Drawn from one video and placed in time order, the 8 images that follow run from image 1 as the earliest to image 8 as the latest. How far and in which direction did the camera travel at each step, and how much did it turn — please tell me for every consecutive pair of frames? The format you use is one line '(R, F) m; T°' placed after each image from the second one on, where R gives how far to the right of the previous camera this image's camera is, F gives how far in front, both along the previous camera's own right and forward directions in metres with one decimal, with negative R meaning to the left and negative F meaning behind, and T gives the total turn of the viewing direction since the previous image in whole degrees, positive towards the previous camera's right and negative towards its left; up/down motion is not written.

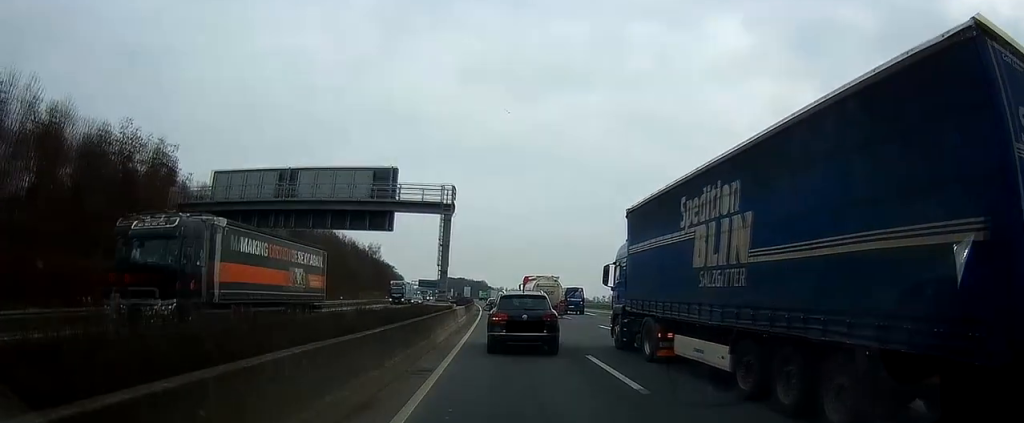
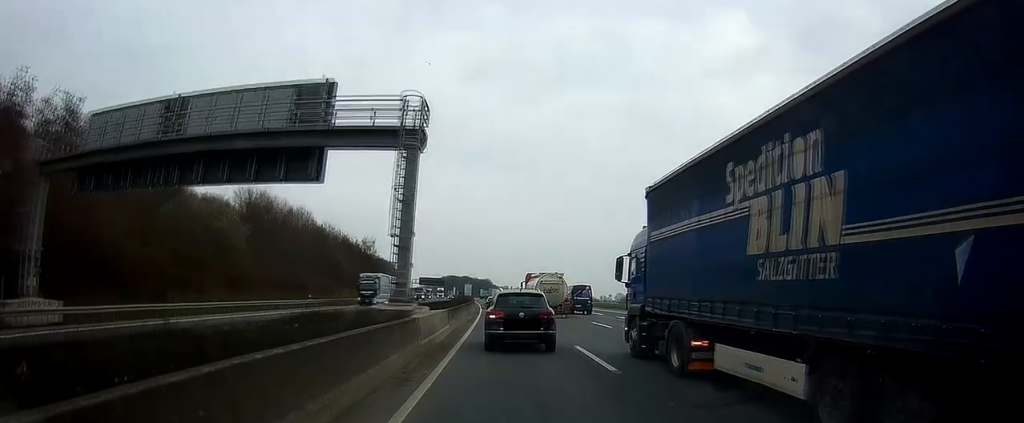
(-0.2, +15.8) m; -1°
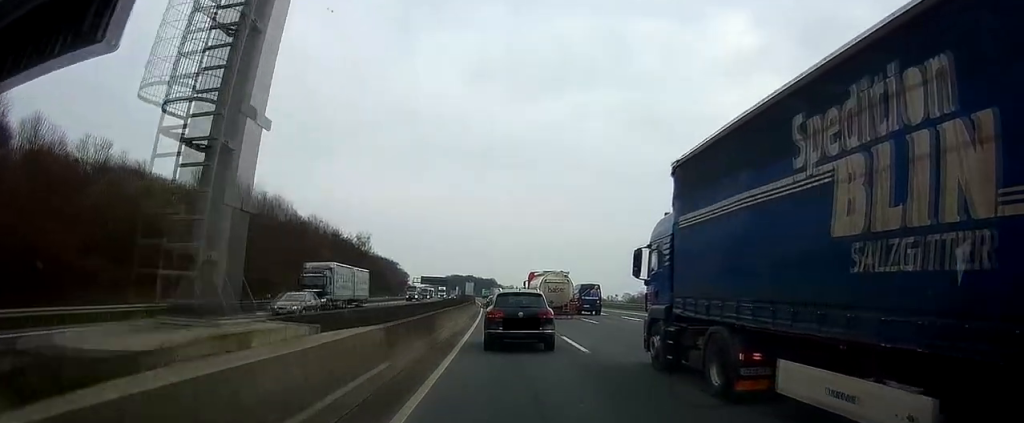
(-0.2, +13.7) m; -1°
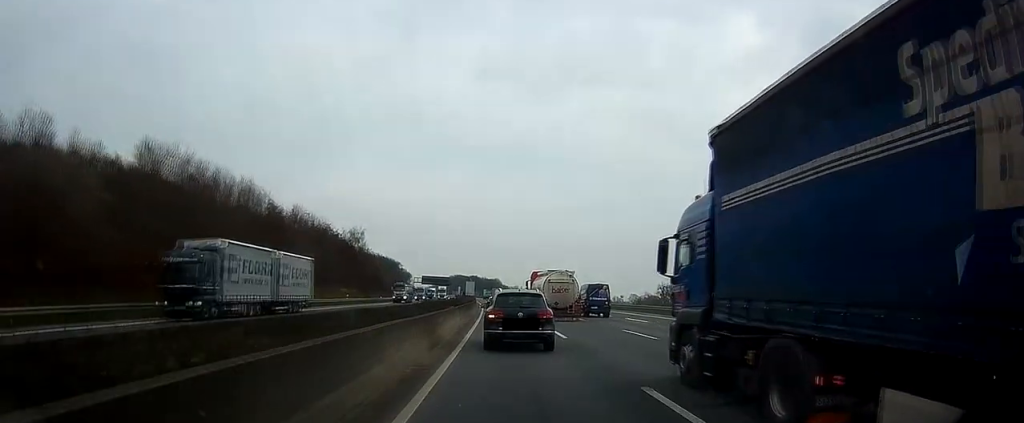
(0.0, +12.6) m; 0°
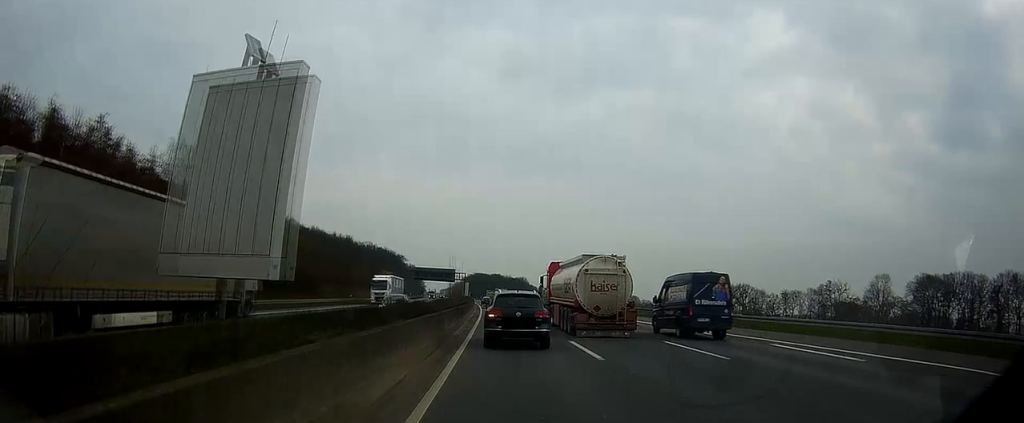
(-2.1, +97.4) m; -3°
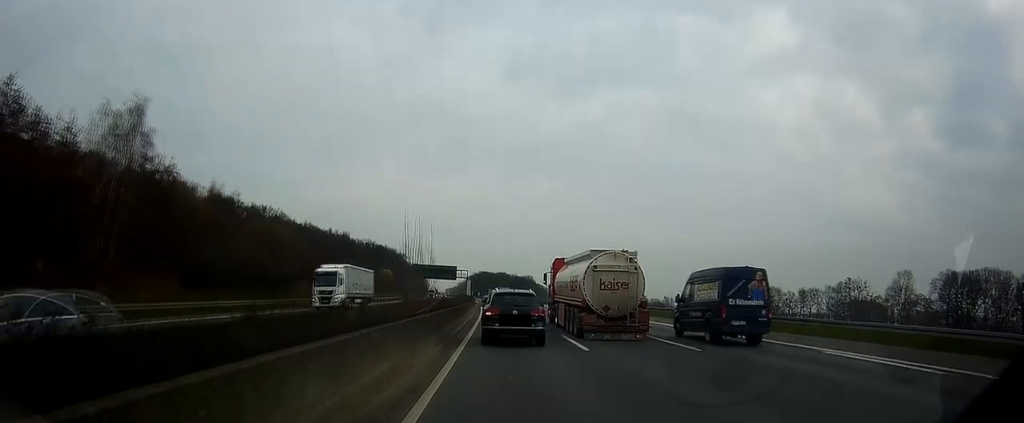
(0.0, +16.0) m; 0°
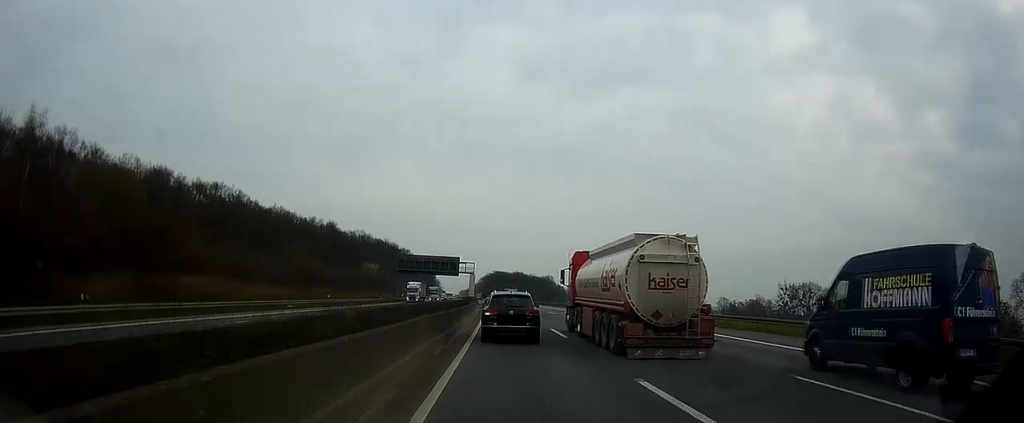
(-1.7, +47.3) m; -2°
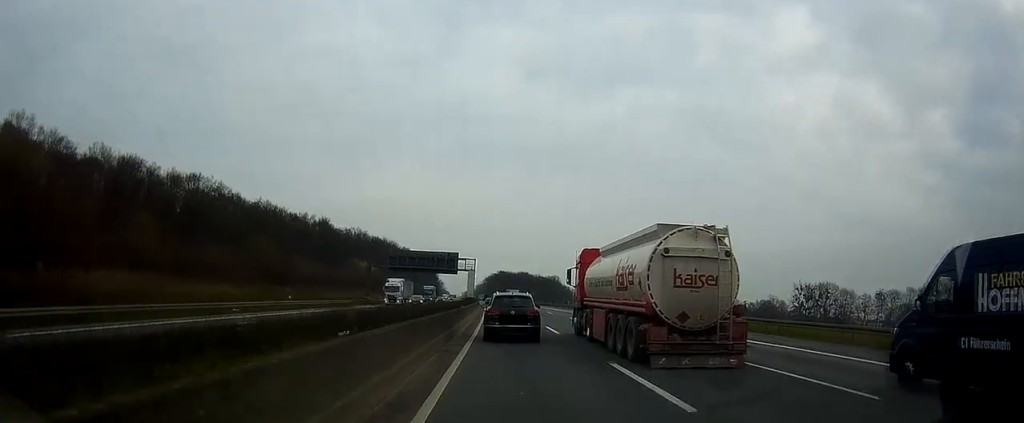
(0.0, +14.7) m; 0°
